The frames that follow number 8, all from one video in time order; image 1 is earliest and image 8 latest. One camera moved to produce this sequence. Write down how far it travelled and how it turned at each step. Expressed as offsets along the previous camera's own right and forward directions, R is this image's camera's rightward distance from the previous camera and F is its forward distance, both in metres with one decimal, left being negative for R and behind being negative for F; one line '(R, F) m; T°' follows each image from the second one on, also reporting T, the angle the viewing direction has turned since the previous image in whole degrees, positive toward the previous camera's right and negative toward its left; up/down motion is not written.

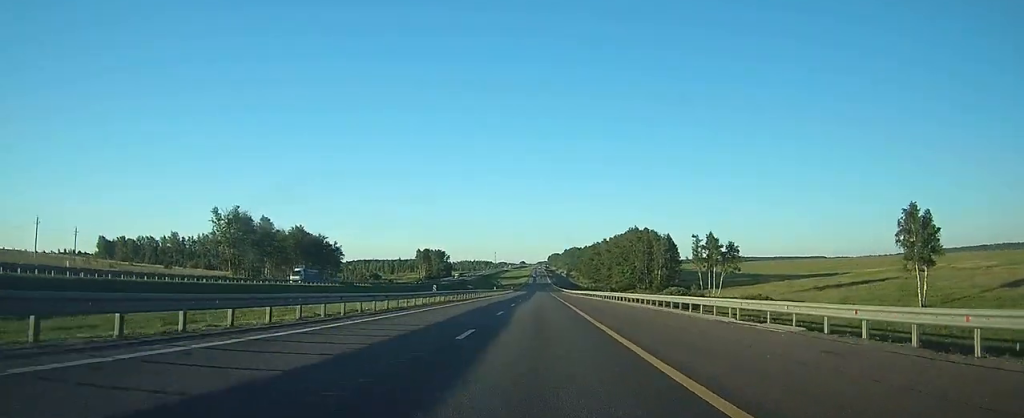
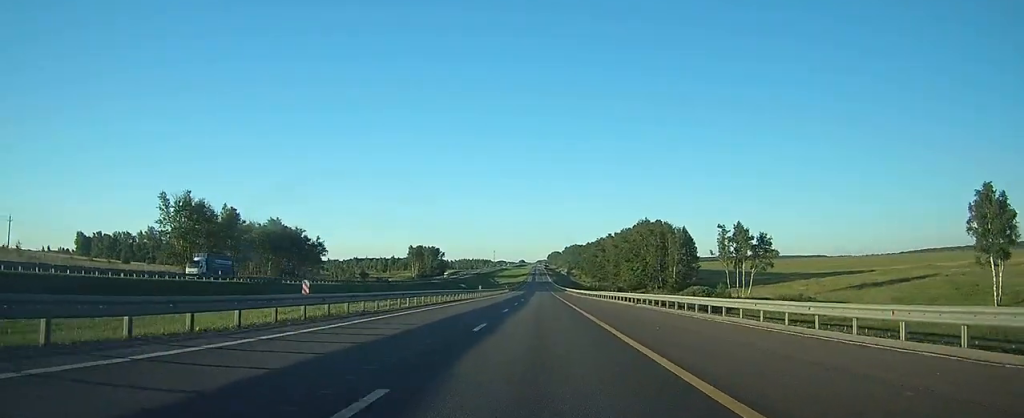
(0.0, +22.0) m; 0°
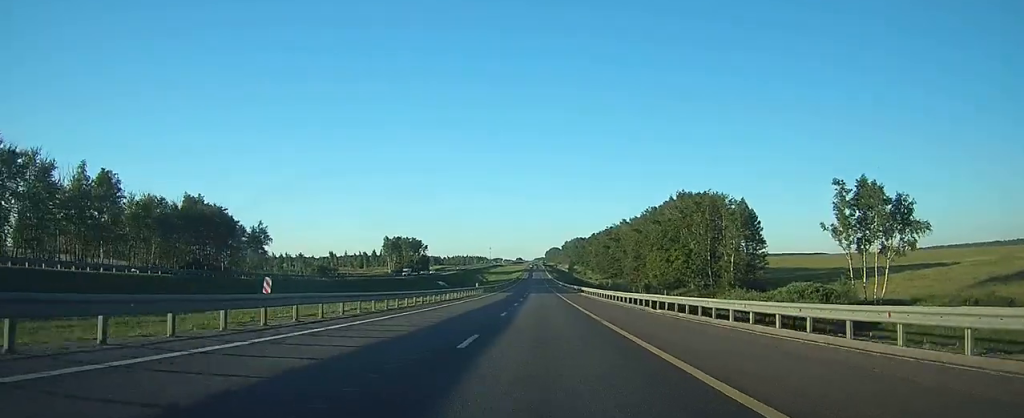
(+0.1, +53.2) m; 0°
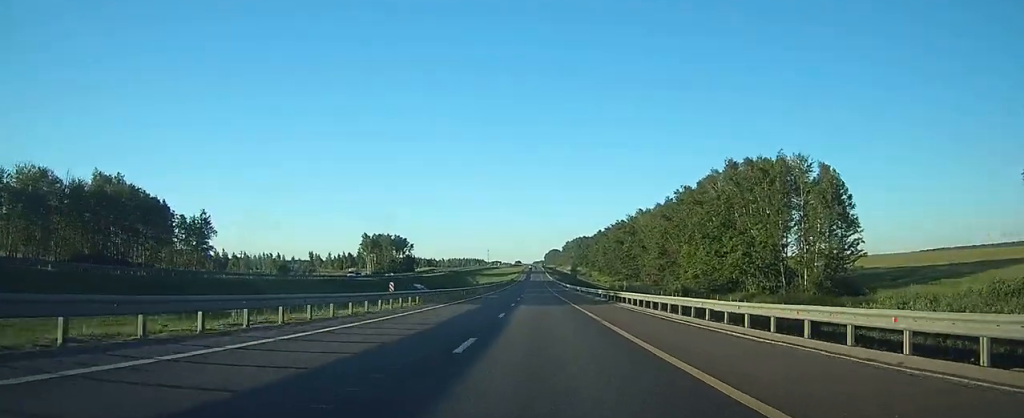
(0.0, +37.1) m; 0°
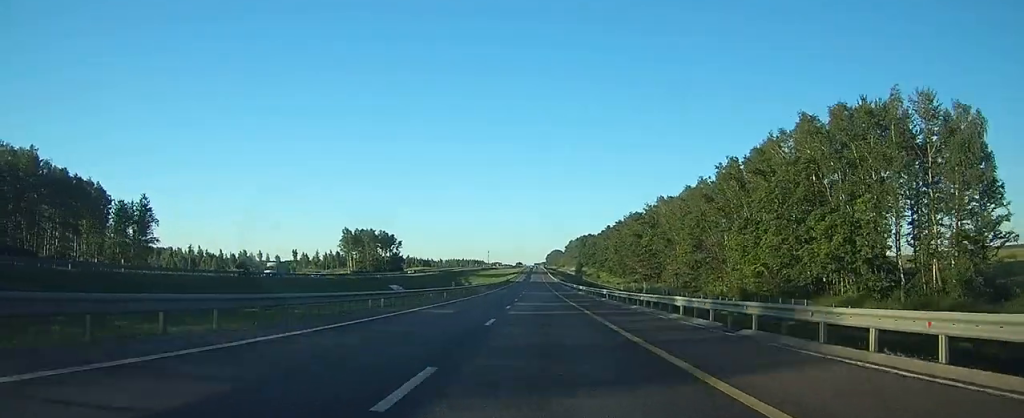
(0.0, +29.5) m; 0°
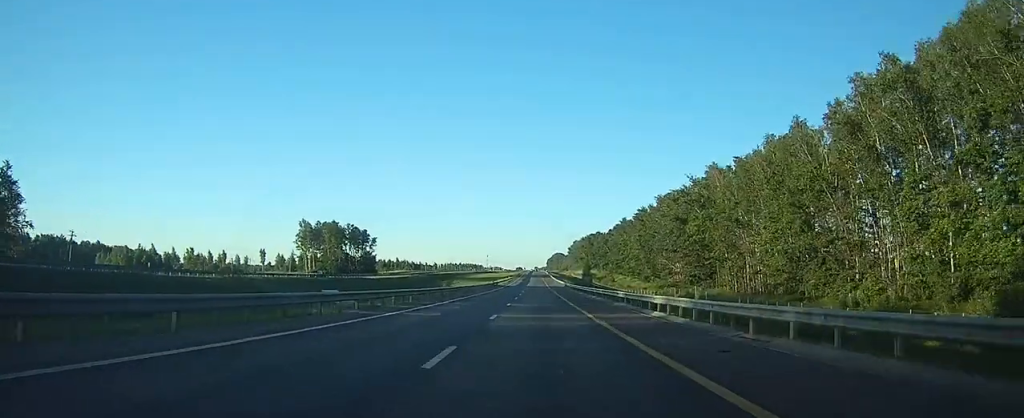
(-0.1, +45.4) m; 0°
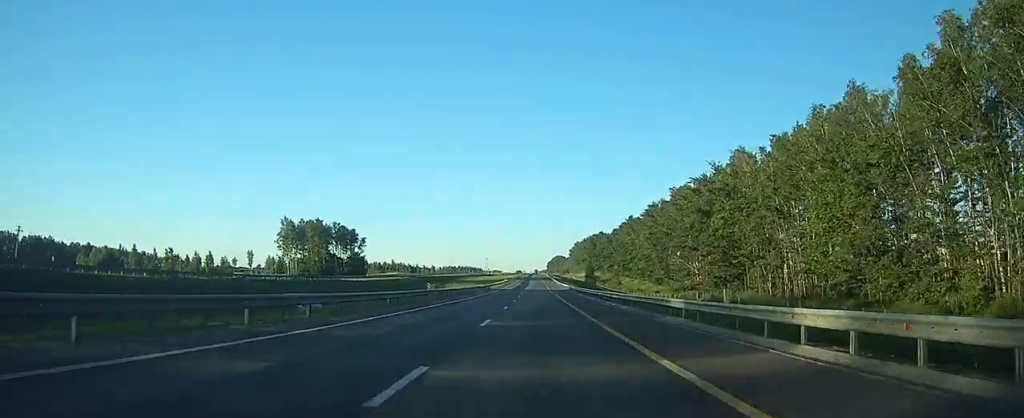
(0.0, +14.9) m; 0°
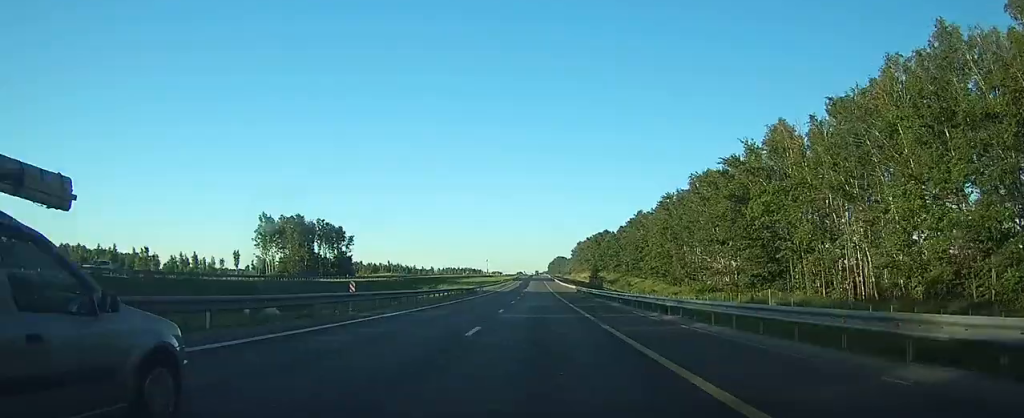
(0.0, +15.9) m; 0°
